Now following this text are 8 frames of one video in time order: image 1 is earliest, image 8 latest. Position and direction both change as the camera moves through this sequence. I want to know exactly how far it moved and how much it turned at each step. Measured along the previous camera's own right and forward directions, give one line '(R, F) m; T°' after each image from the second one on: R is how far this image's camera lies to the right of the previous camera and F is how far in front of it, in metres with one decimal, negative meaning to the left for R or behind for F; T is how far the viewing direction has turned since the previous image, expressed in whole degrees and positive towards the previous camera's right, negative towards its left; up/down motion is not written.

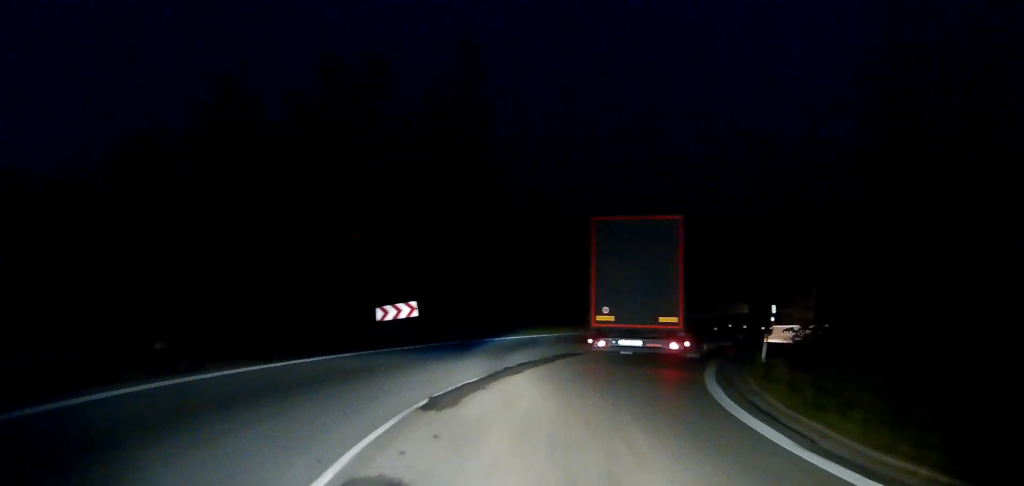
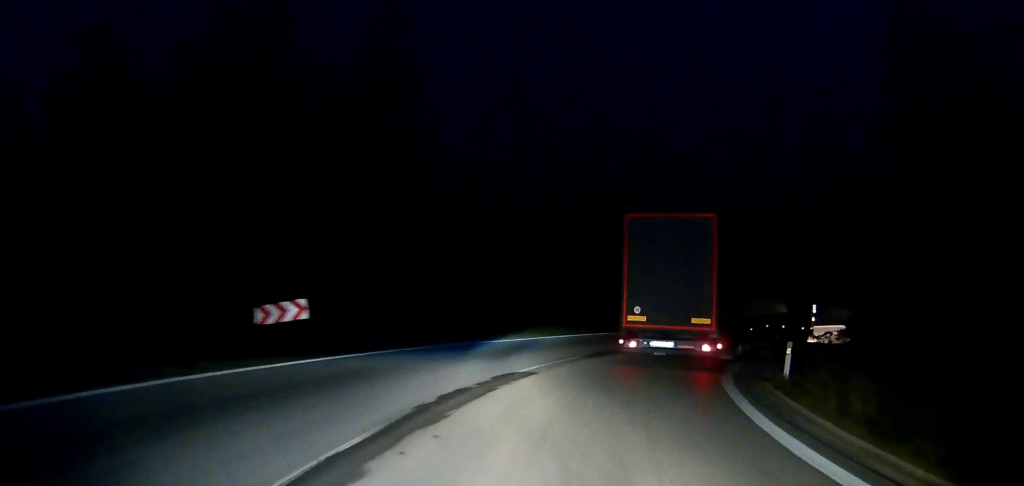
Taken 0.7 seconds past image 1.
(+0.4, +6.9) m; +4°
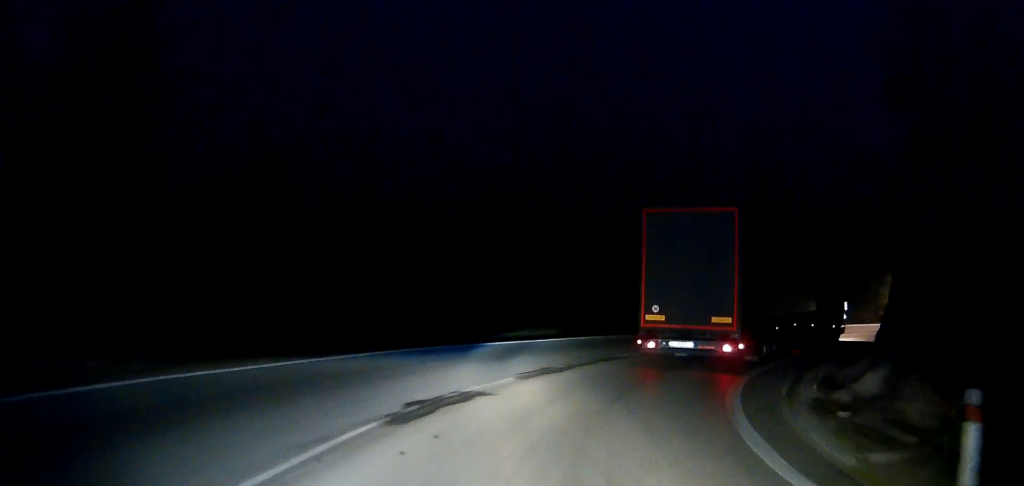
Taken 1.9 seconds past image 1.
(+0.7, +11.6) m; +13°
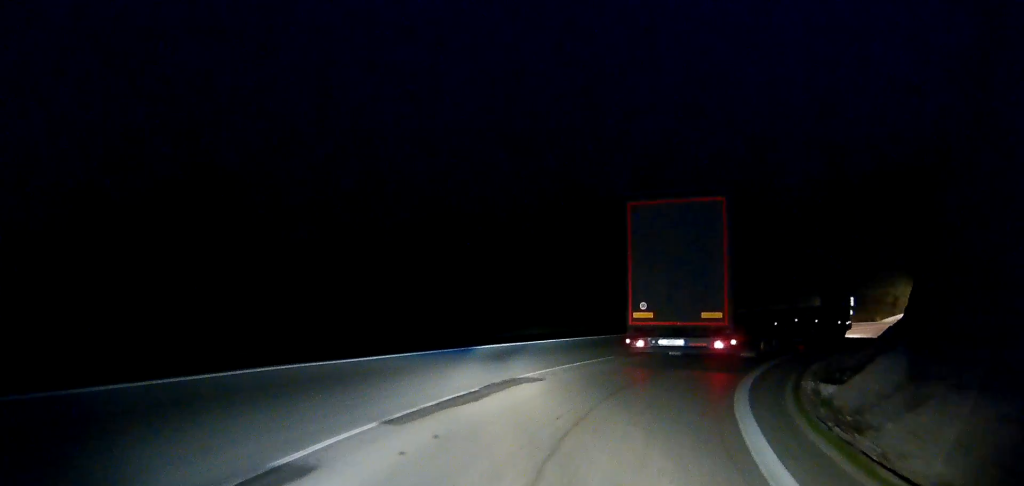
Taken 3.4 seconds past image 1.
(+3.1, +13.0) m; +21°
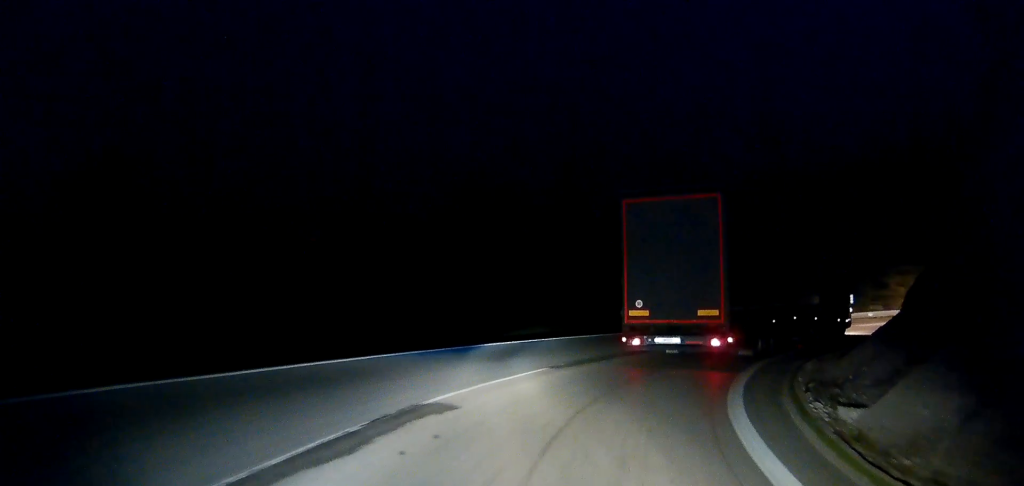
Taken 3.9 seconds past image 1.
(+0.2, +3.8) m; +5°
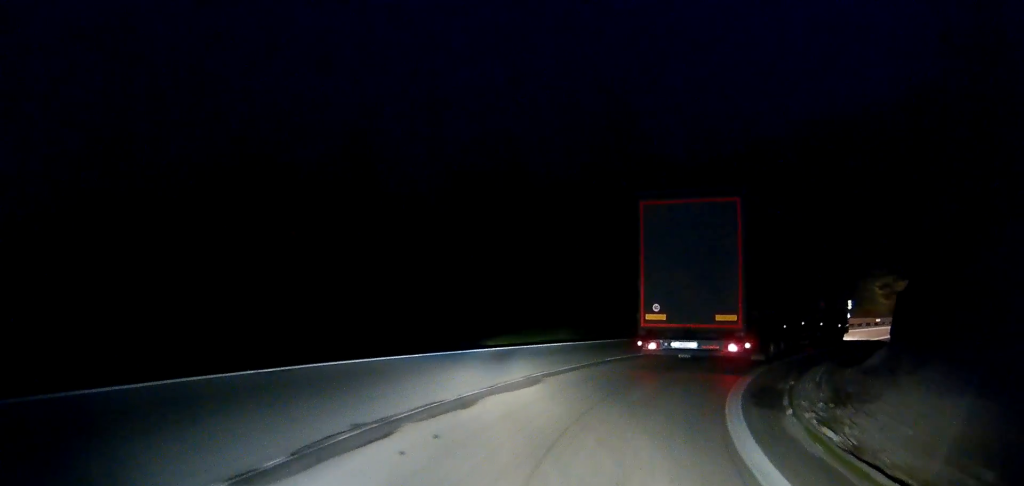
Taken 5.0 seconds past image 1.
(+1.0, +9.8) m; +17°
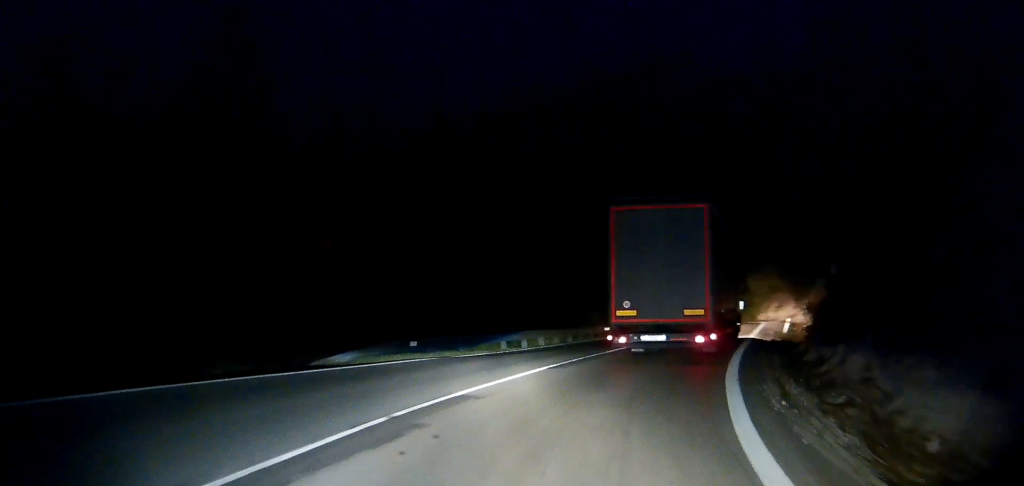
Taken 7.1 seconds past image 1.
(+3.3, +16.4) m; +20°
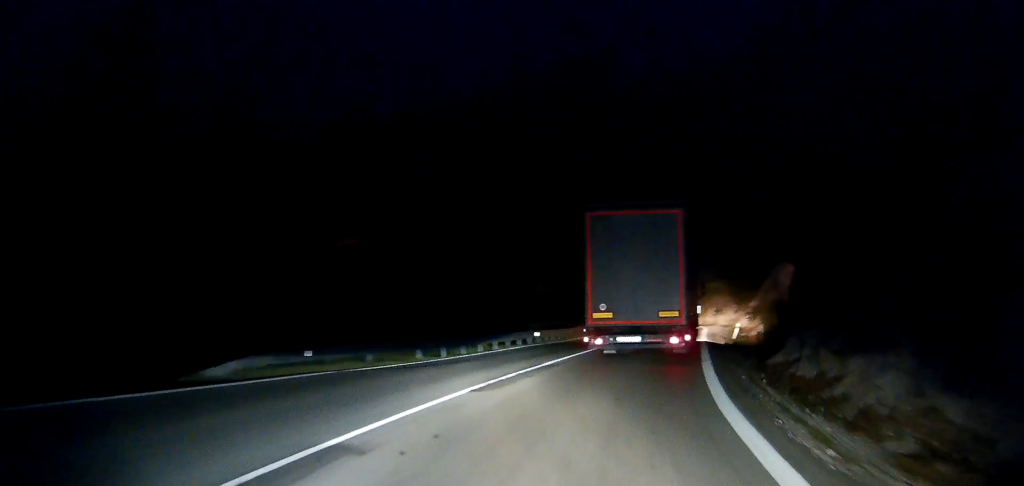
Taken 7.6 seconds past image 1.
(-0.1, +3.7) m; +7°
